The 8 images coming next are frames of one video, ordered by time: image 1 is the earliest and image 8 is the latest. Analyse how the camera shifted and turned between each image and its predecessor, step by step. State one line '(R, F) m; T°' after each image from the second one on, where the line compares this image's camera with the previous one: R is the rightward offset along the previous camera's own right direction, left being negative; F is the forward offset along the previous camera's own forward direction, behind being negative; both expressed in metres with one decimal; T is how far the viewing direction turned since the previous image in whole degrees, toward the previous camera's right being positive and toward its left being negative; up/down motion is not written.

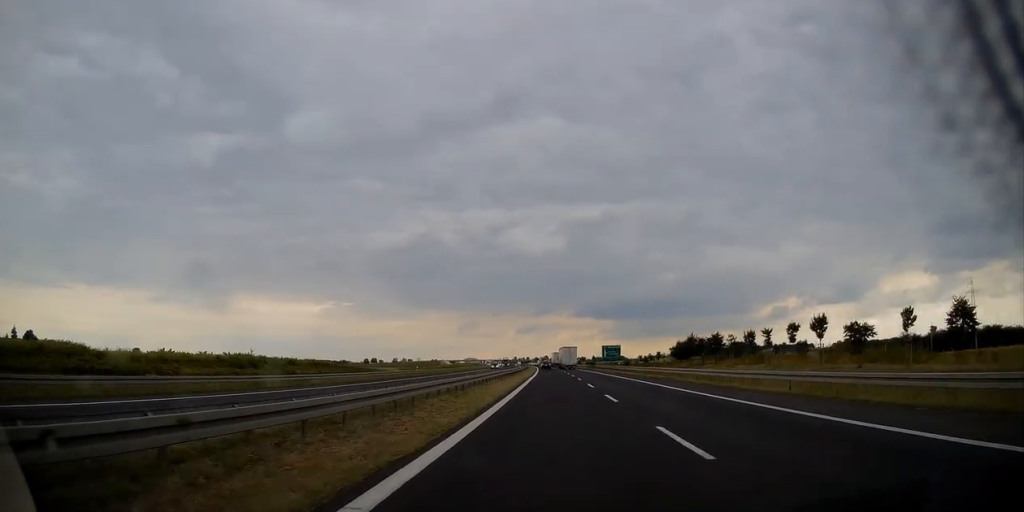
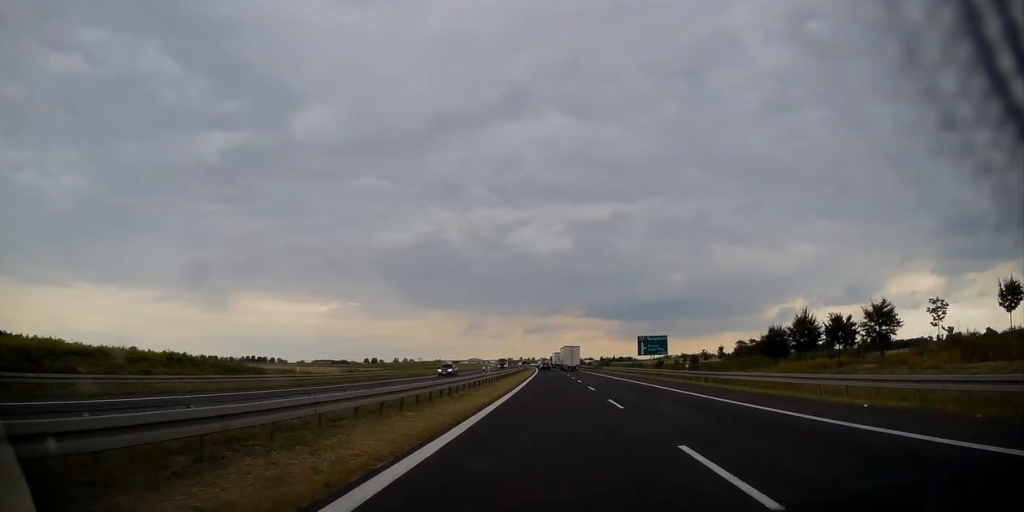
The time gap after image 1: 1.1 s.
(0.0, +38.9) m; 0°
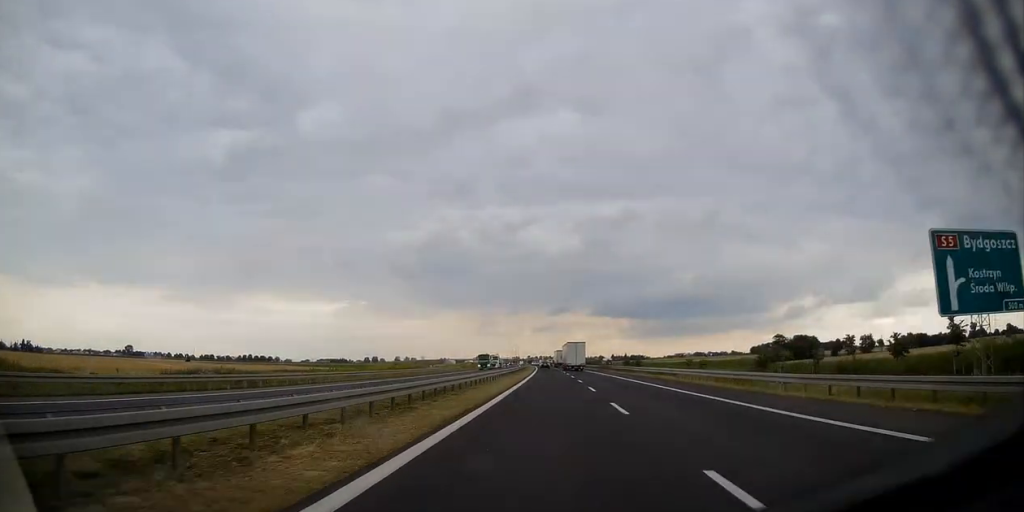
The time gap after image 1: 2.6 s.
(-0.6, +50.4) m; -1°
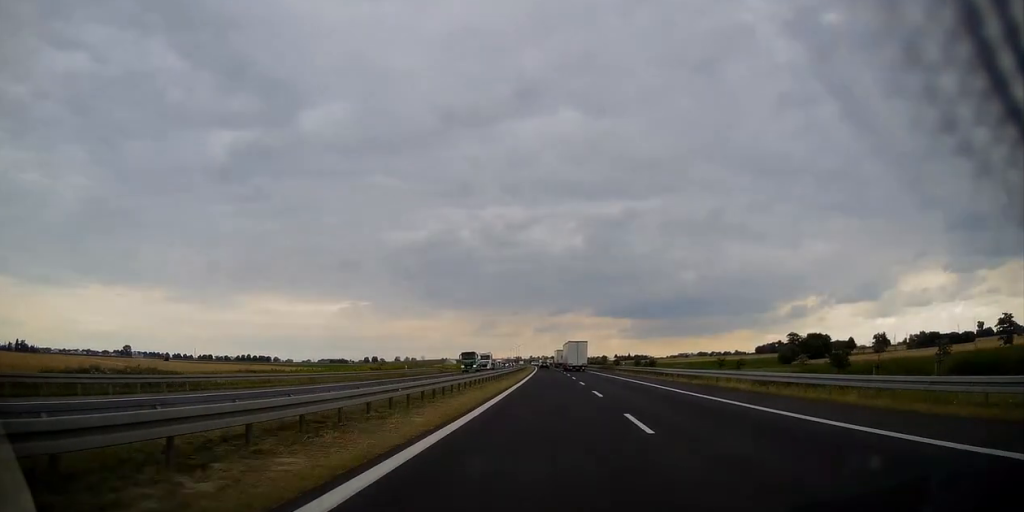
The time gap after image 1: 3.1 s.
(0.0, +16.0) m; 0°
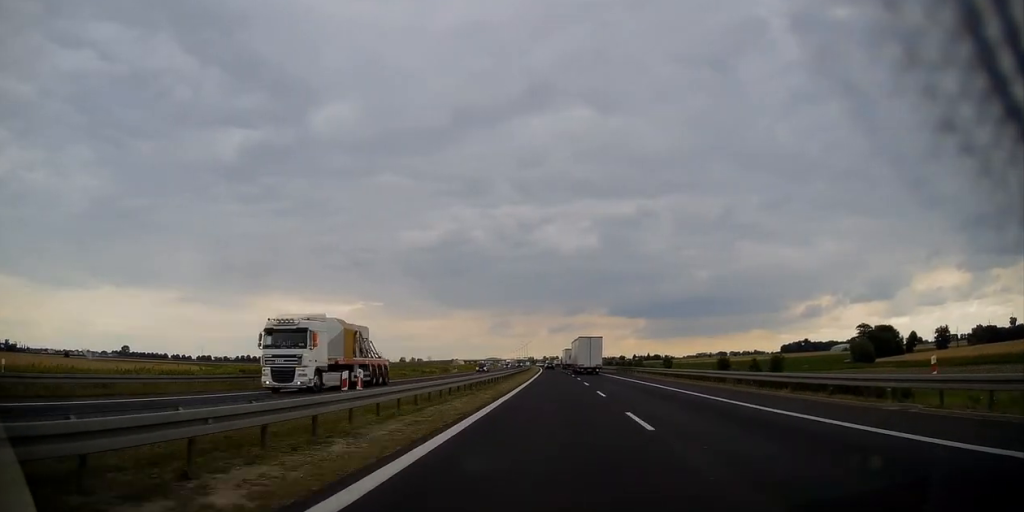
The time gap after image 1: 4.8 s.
(-0.7, +59.7) m; -1°
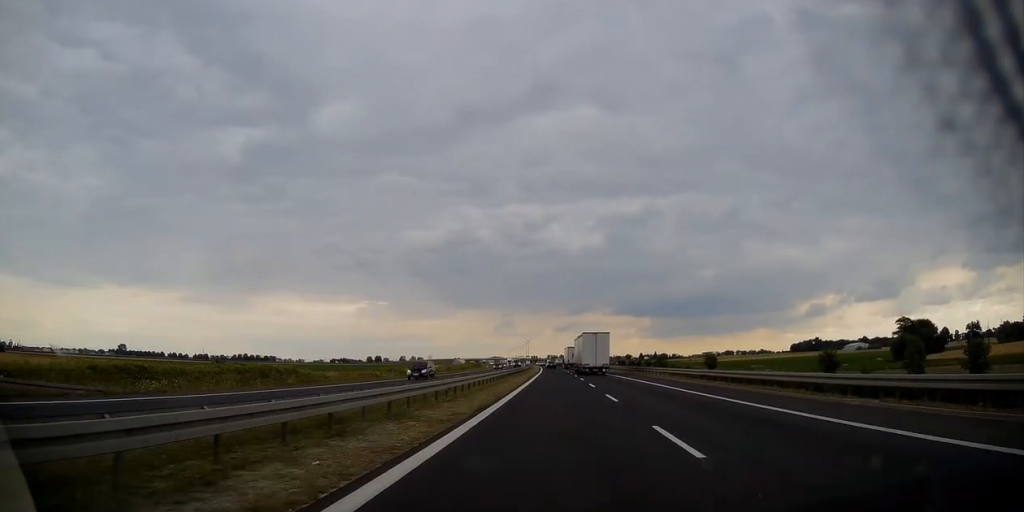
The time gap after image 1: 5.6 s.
(-0.1, +27.5) m; 0°
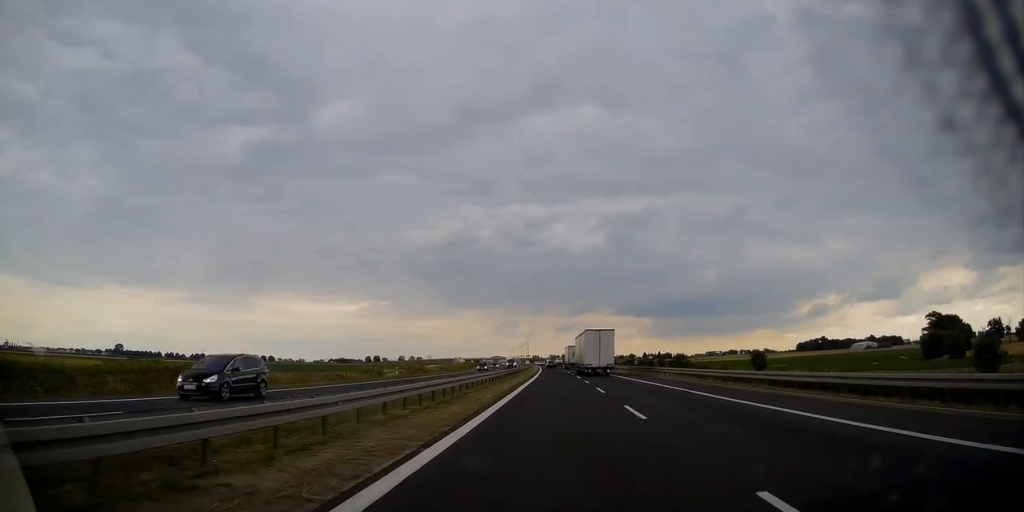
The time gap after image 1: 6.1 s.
(0.0, +18.3) m; 0°
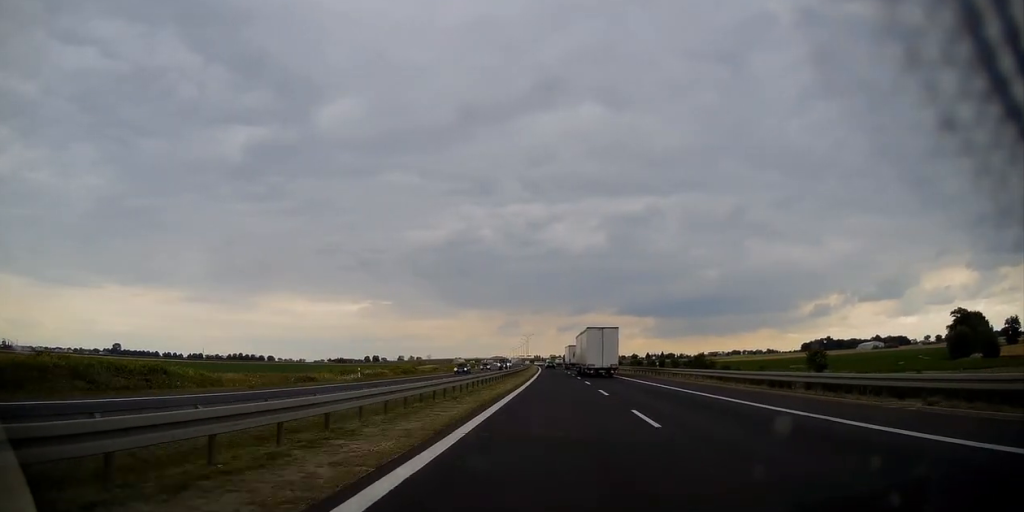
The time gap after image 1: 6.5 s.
(0.0, +13.8) m; 0°
